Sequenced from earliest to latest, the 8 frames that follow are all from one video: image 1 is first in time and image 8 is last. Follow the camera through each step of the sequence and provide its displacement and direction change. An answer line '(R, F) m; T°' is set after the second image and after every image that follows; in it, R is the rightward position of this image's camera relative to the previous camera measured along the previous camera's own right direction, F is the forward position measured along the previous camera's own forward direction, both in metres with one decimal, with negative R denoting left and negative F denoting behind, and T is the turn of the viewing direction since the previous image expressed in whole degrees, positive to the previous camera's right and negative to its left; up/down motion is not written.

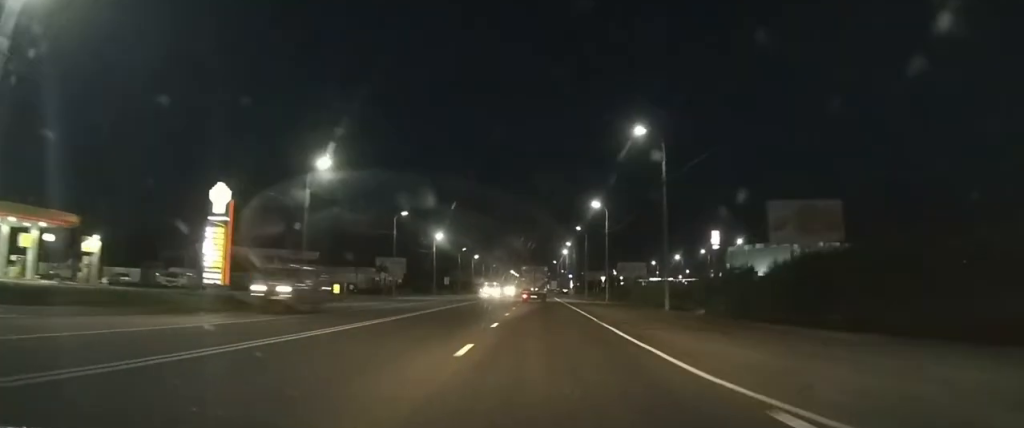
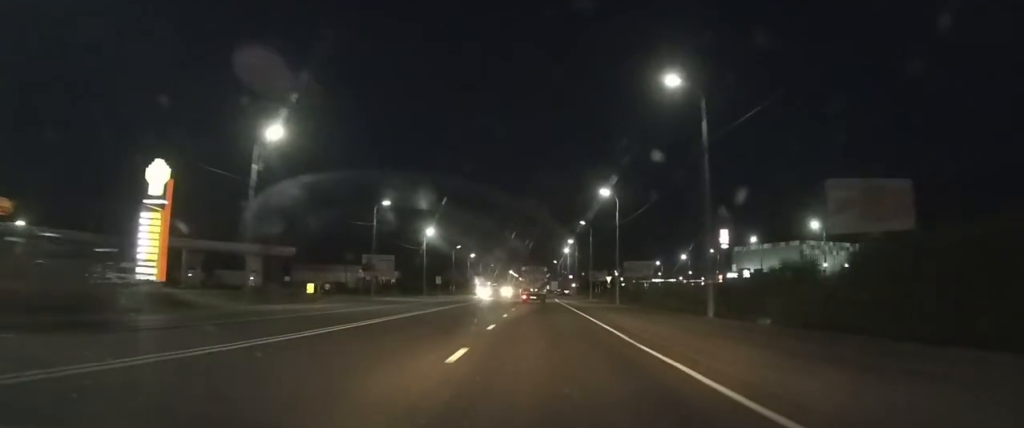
(-0.1, +8.8) m; 0°
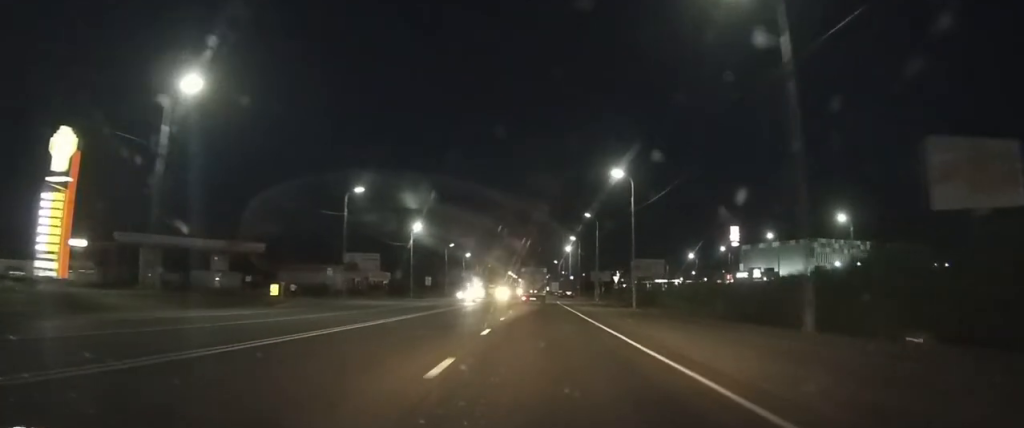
(+0.1, +9.5) m; +1°
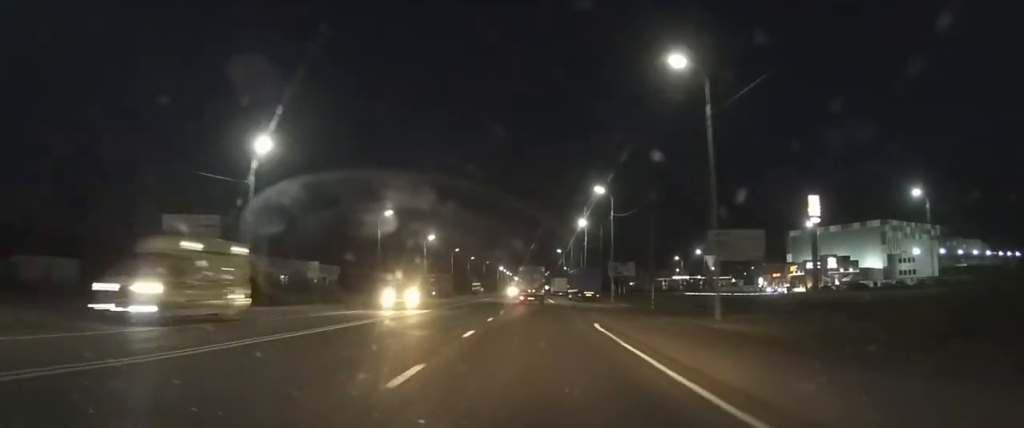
(+1.0, +49.0) m; +1°
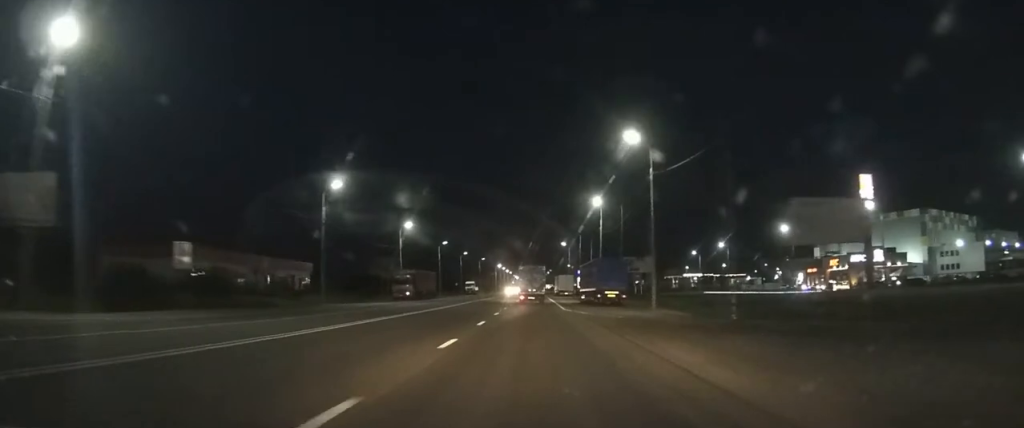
(-0.2, +19.0) m; 0°
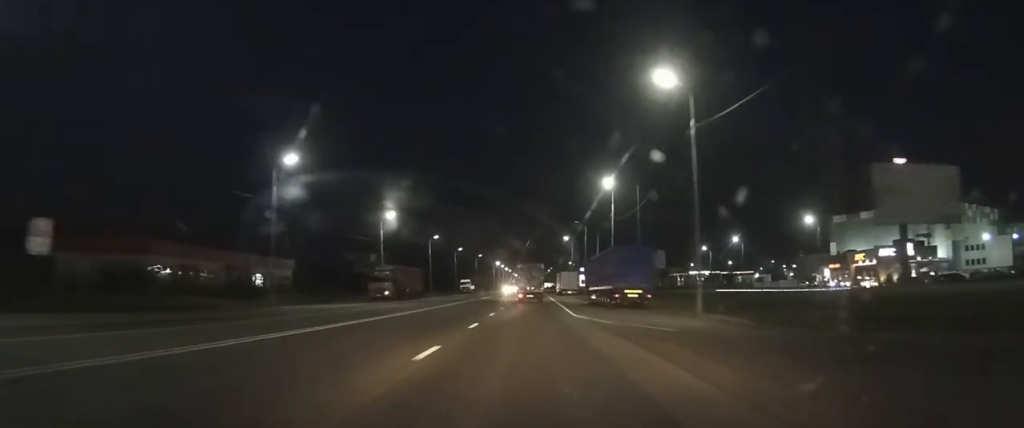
(0.0, +10.1) m; 0°
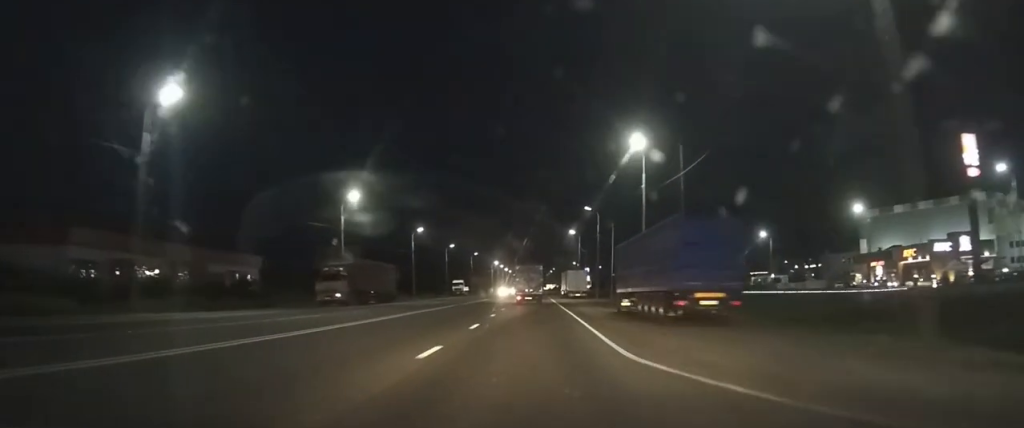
(0.0, +15.5) m; 0°
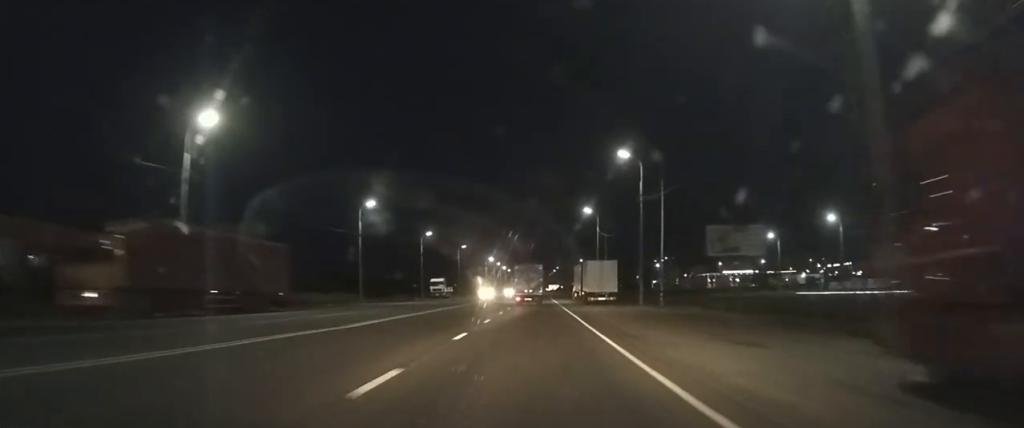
(-0.1, +27.6) m; 0°
